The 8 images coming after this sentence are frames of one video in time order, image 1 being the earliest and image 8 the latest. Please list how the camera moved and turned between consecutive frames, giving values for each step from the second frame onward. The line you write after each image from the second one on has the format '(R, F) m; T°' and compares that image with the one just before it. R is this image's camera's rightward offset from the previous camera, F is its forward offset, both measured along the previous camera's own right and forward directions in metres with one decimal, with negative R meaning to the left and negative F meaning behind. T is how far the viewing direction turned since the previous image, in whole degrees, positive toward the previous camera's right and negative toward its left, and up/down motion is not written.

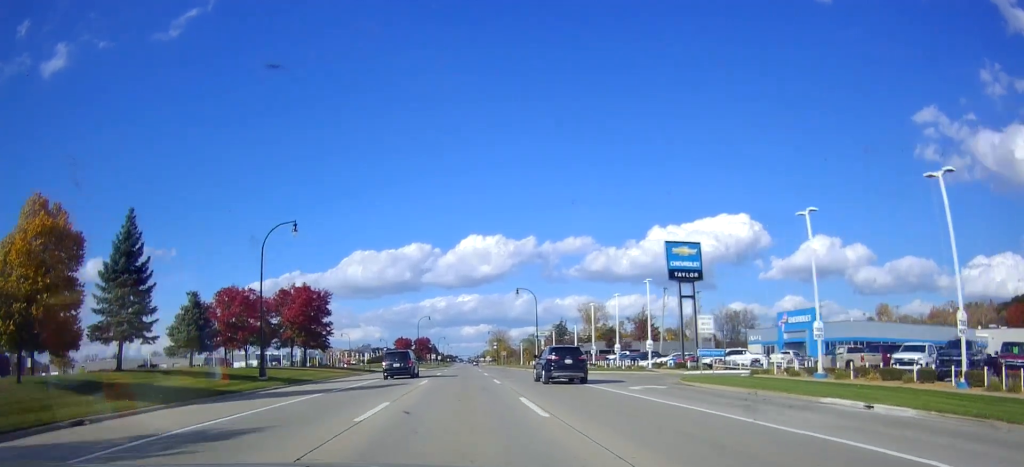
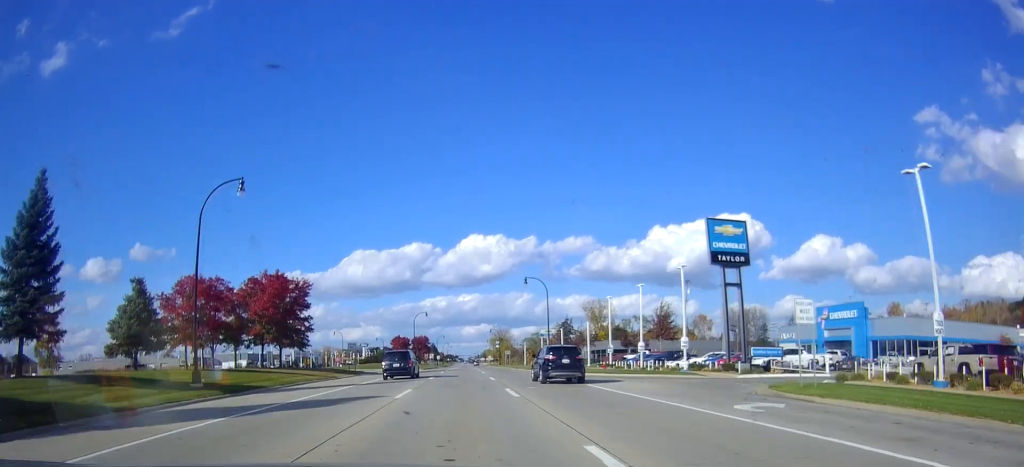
(-0.1, +9.5) m; 0°
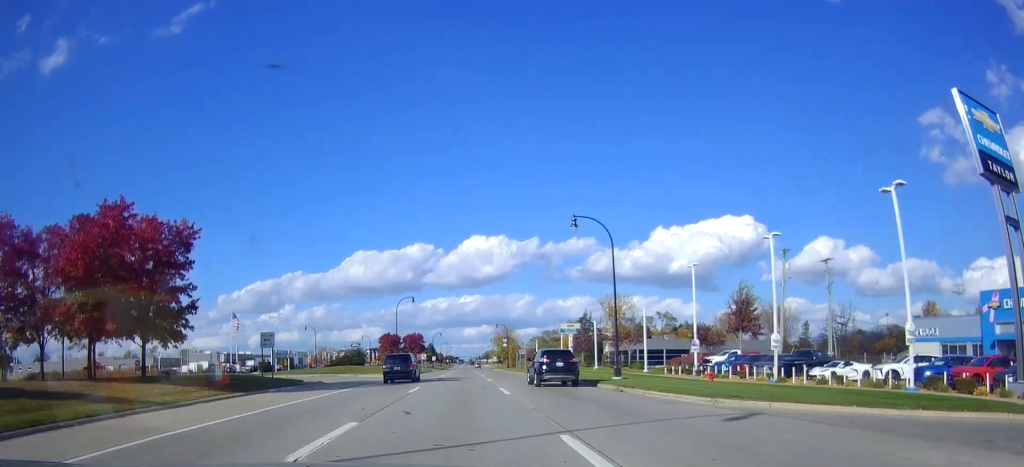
(+0.5, +27.3) m; 0°
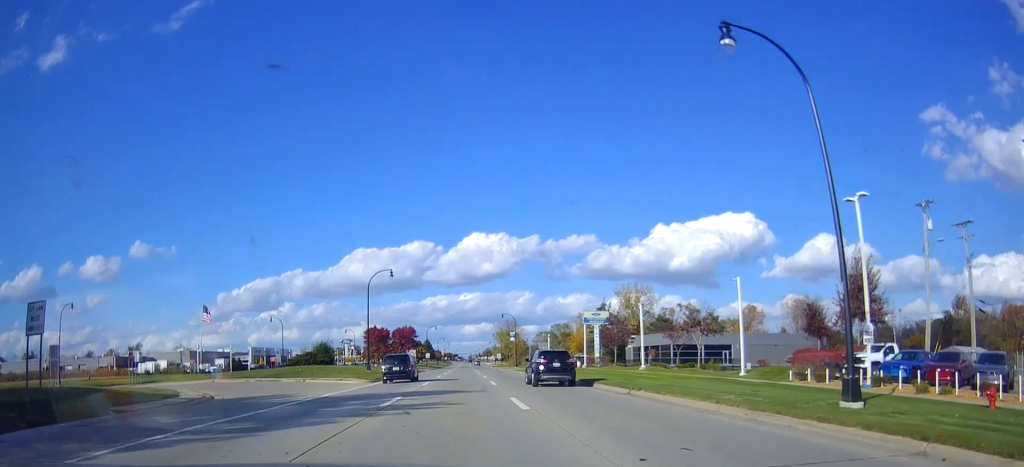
(-0.5, +21.6) m; -1°
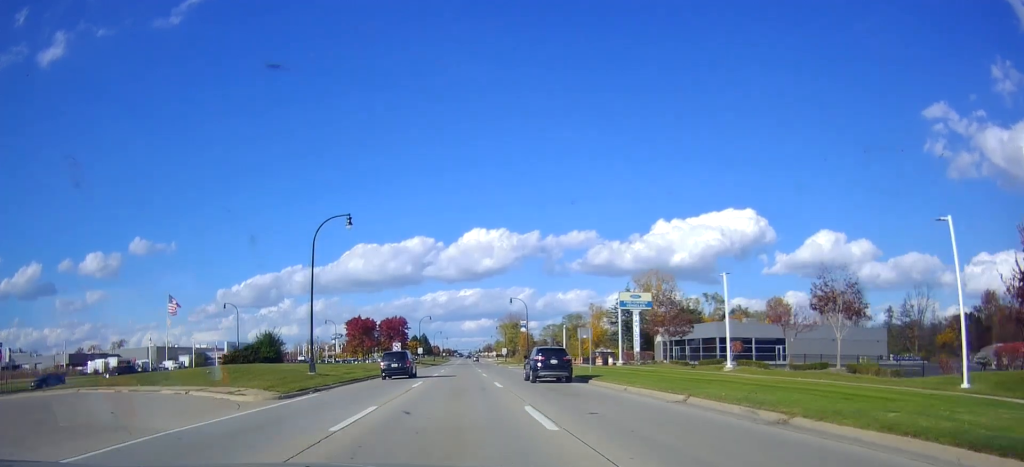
(+0.2, +20.0) m; +2°
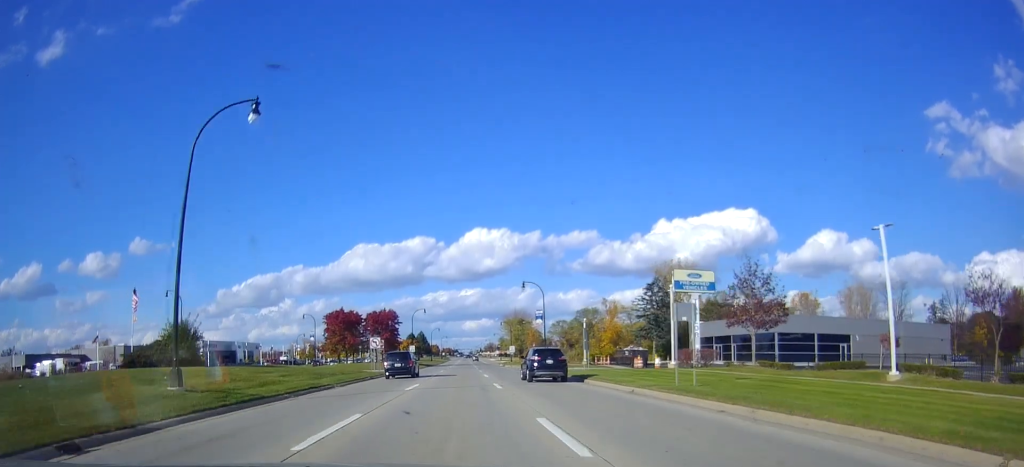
(+0.3, +17.1) m; 0°
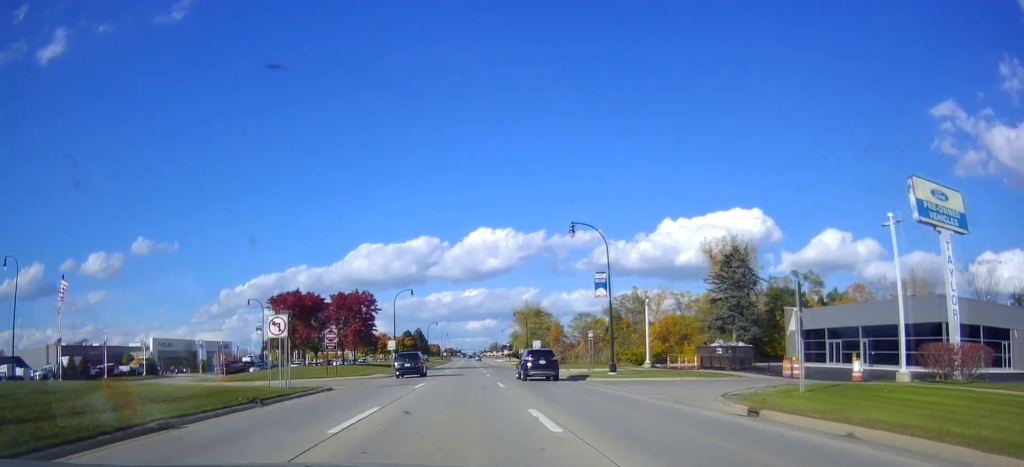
(-1.0, +28.8) m; -1°
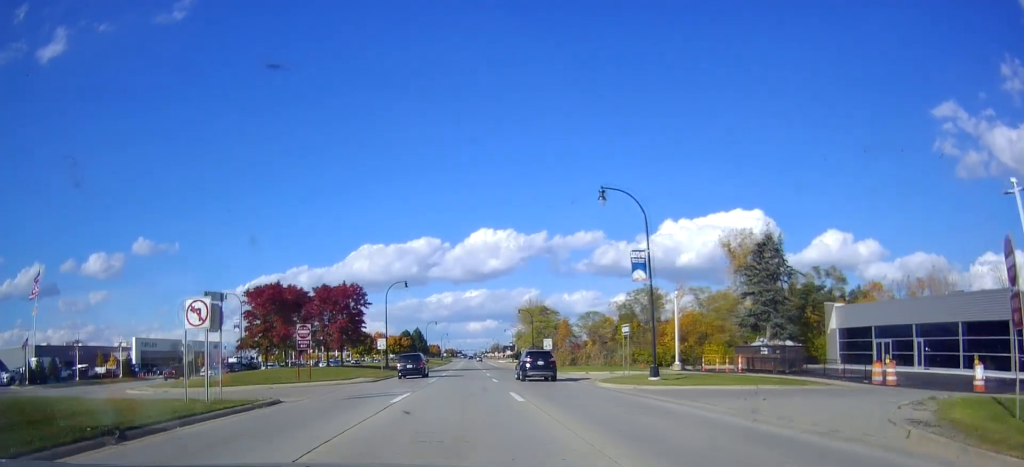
(+0.3, +8.0) m; +1°
